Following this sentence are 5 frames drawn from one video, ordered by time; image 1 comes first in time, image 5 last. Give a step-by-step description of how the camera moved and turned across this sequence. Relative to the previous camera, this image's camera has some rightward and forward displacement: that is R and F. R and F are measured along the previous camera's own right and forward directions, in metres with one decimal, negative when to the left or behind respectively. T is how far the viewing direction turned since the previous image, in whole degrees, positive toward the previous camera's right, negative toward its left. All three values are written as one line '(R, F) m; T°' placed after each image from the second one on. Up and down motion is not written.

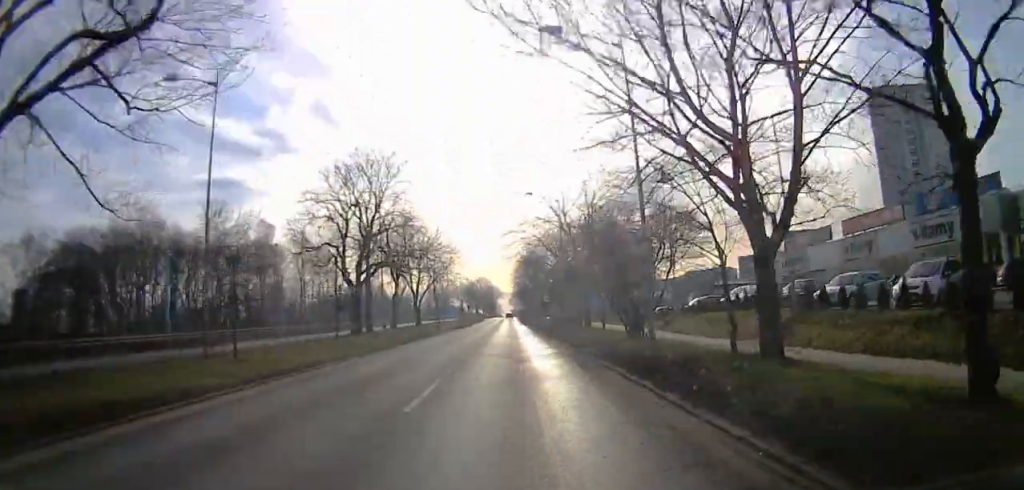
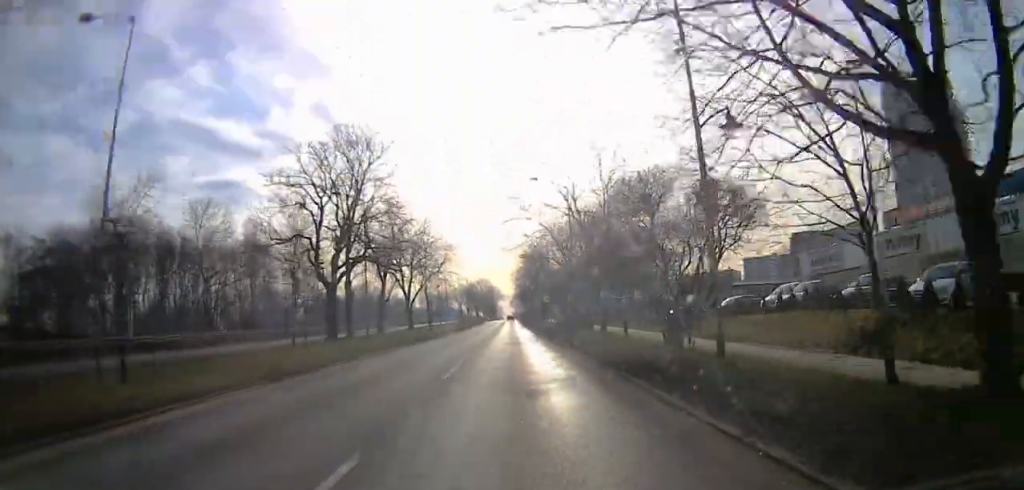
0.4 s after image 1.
(0.0, +6.1) m; 0°
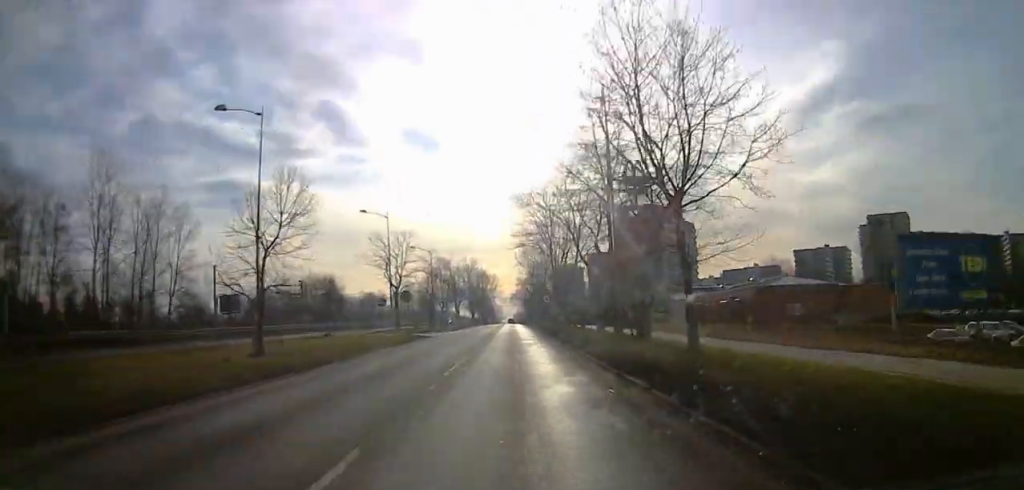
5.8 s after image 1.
(-5.3, +84.6) m; -5°
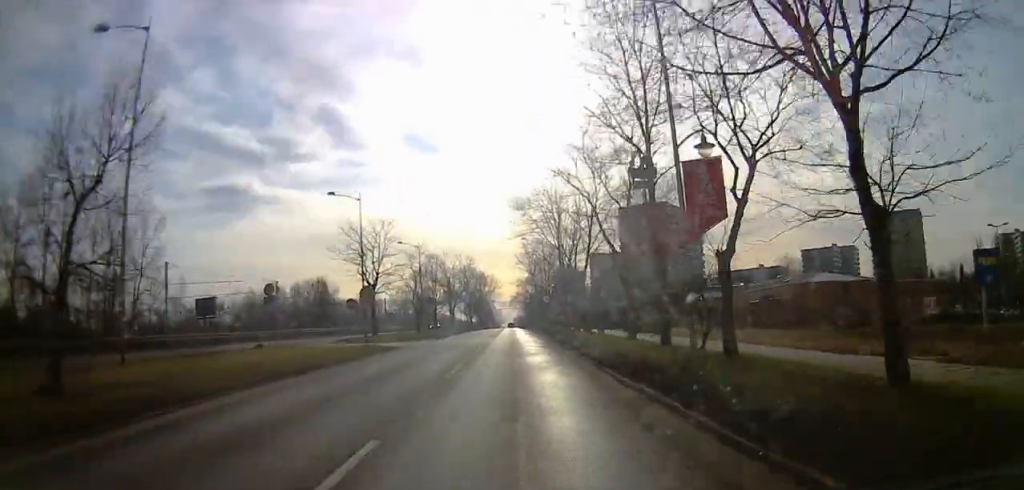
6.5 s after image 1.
(0.0, +10.7) m; 0°
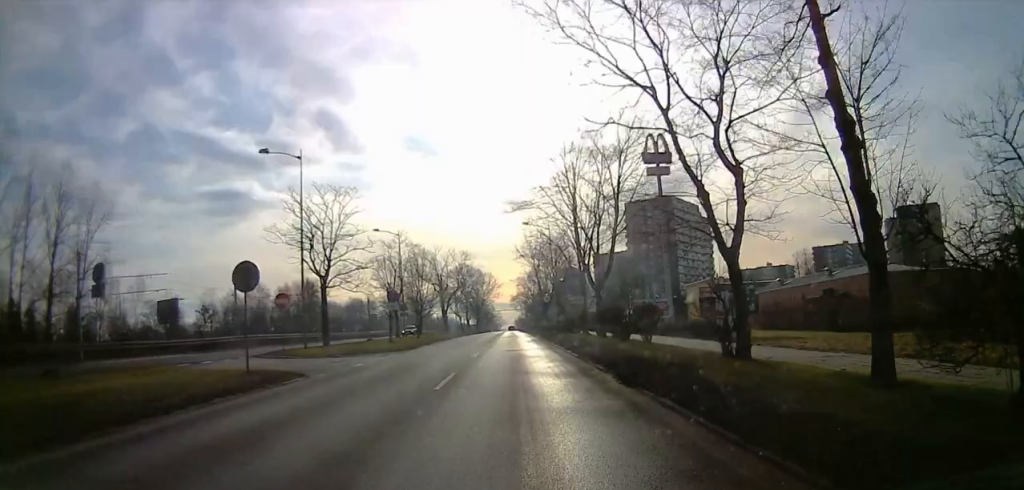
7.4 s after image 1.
(+0.1, +14.5) m; +1°
